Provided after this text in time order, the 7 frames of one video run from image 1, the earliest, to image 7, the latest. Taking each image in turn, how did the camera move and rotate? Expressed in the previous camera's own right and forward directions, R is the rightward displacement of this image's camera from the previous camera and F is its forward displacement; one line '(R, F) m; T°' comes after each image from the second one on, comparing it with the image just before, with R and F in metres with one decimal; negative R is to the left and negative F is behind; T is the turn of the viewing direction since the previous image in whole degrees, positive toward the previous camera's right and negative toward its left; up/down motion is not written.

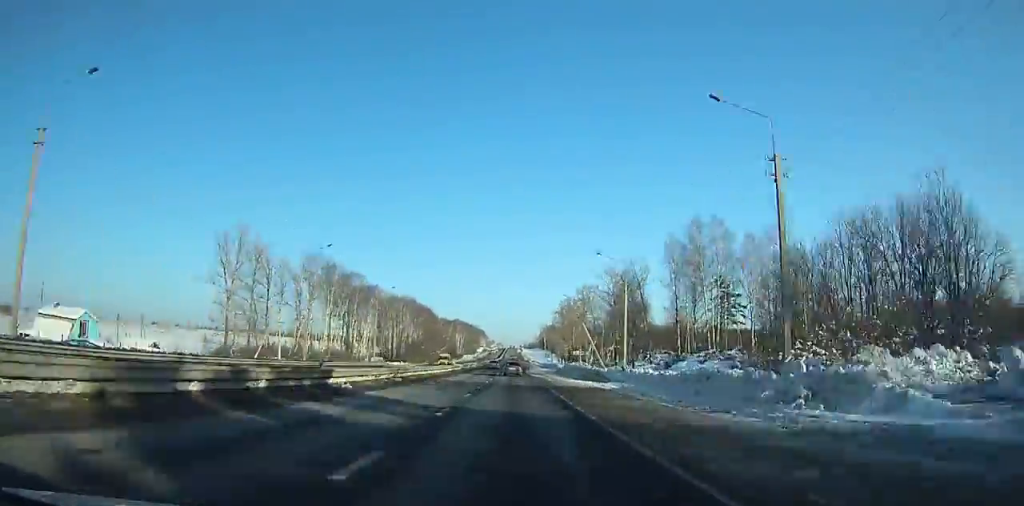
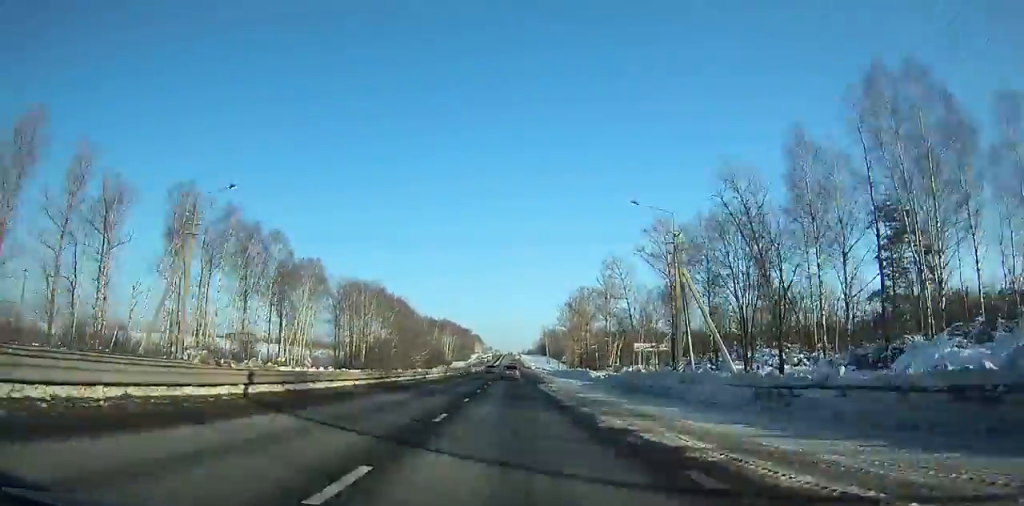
(+0.3, +50.1) m; +1°
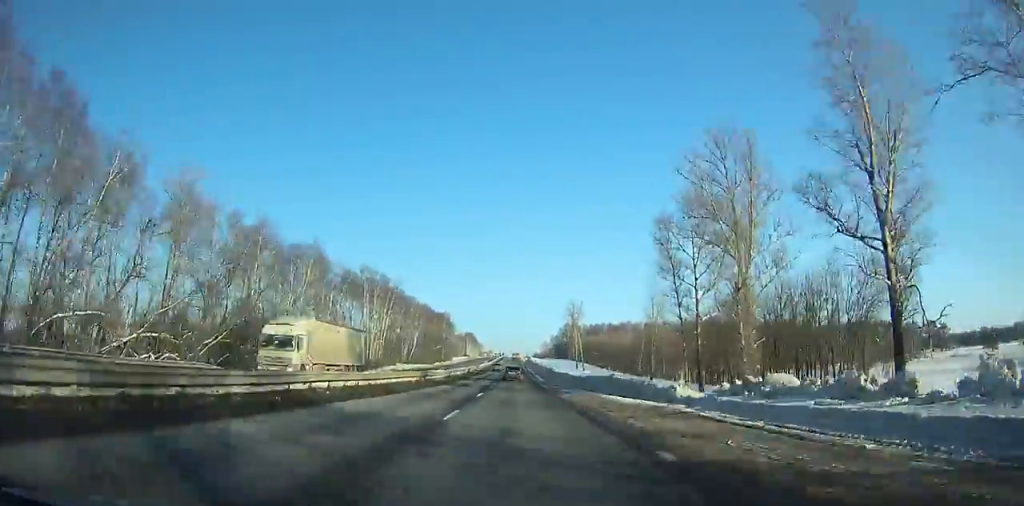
(+2.4, +163.4) m; +1°
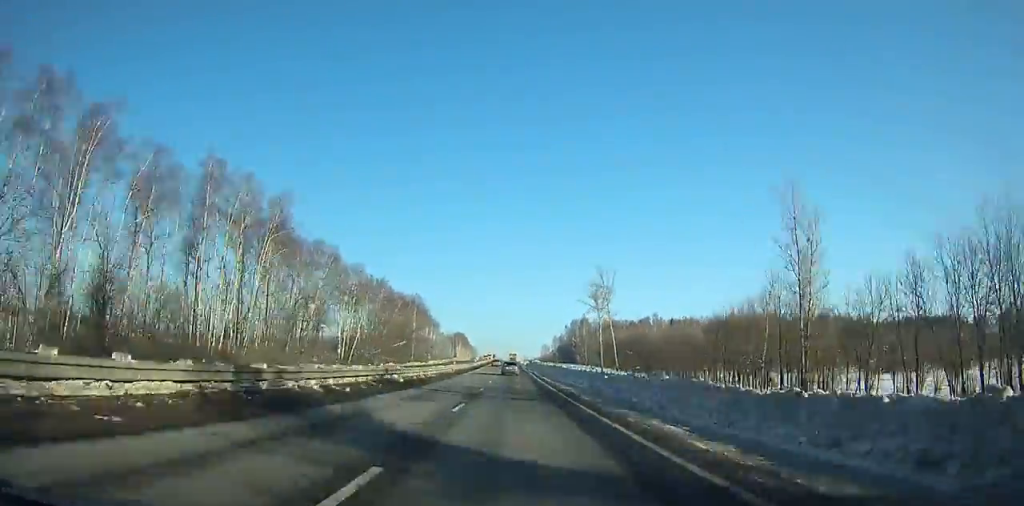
(0.0, +67.5) m; 0°
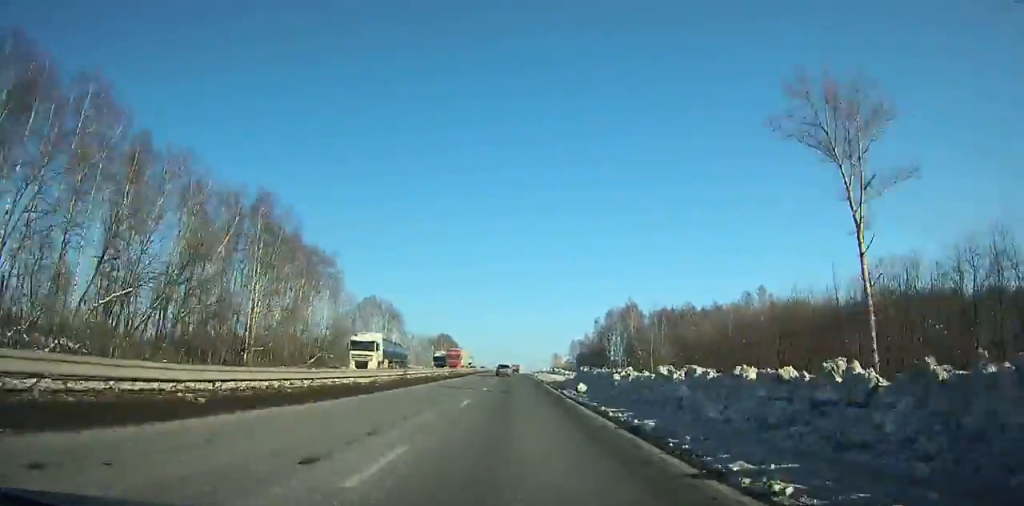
(-0.6, +107.2) m; 0°
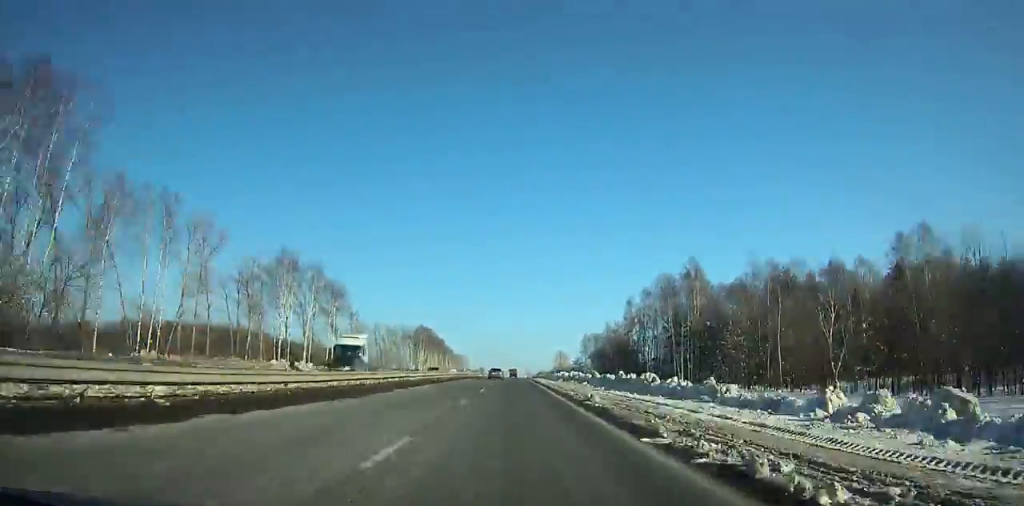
(+0.3, +66.4) m; 0°
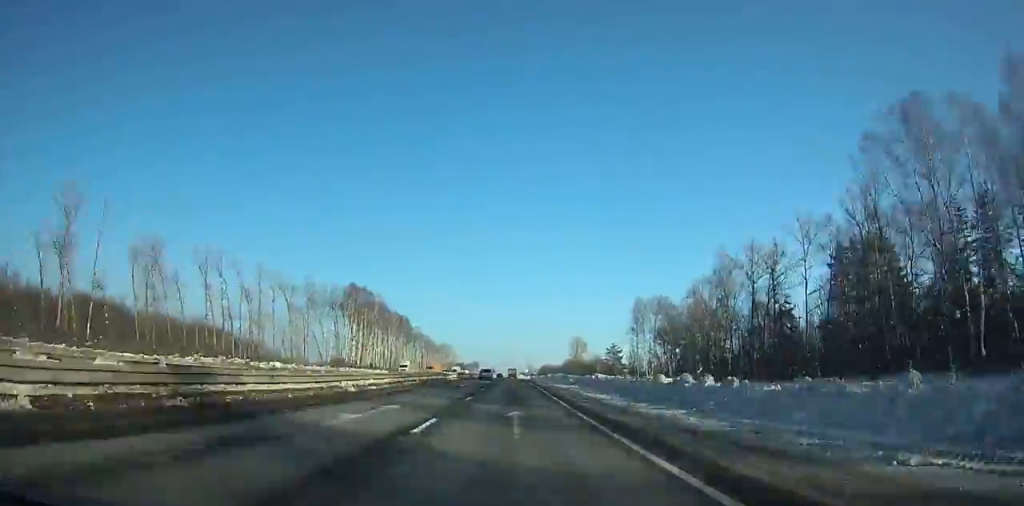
(0.0, +114.2) m; 0°
